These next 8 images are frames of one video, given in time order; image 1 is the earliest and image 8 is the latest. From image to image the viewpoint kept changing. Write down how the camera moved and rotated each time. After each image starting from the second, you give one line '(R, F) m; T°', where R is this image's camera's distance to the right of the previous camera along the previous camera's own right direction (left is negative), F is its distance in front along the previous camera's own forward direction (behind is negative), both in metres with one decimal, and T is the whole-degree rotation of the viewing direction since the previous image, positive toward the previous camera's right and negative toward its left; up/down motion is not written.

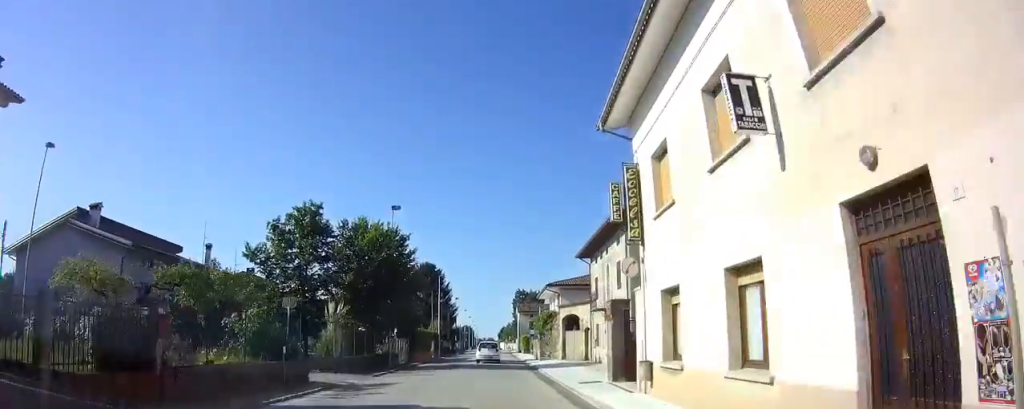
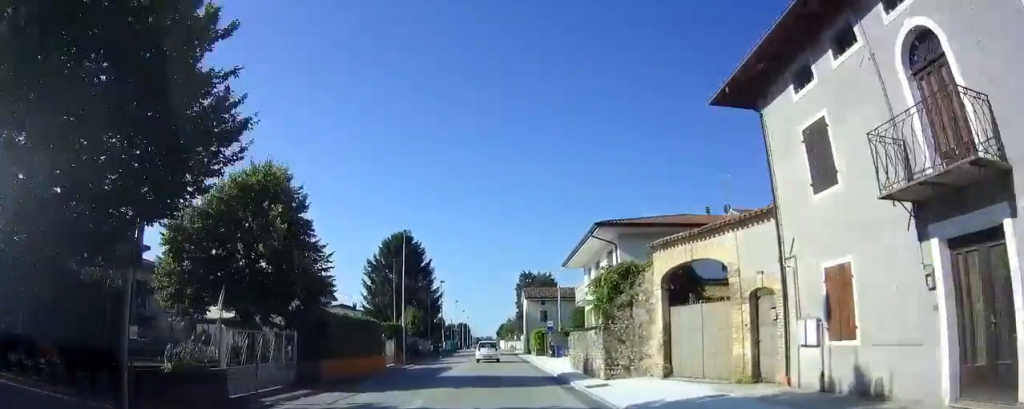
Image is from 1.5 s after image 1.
(0.0, +22.8) m; 0°
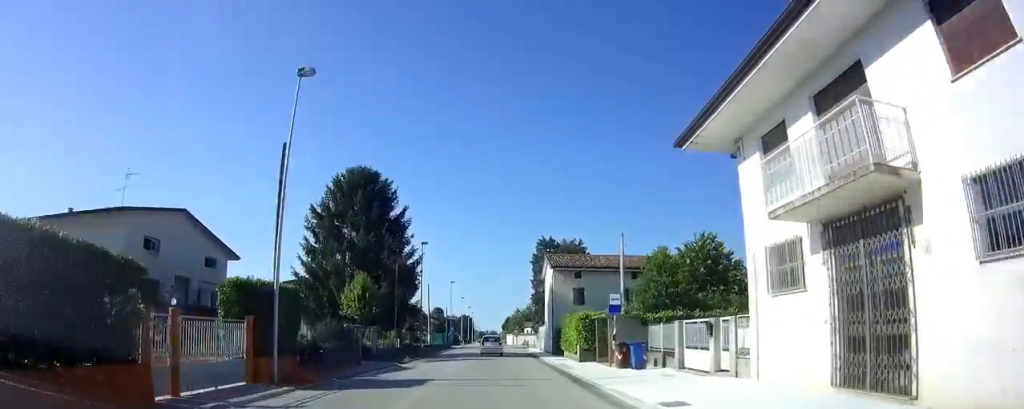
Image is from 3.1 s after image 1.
(-0.1, +23.1) m; 0°
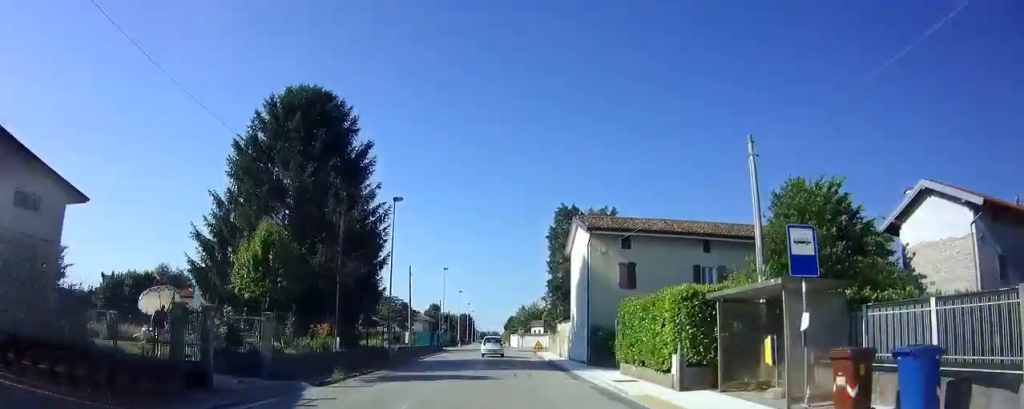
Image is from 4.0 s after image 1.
(0.0, +14.7) m; 0°
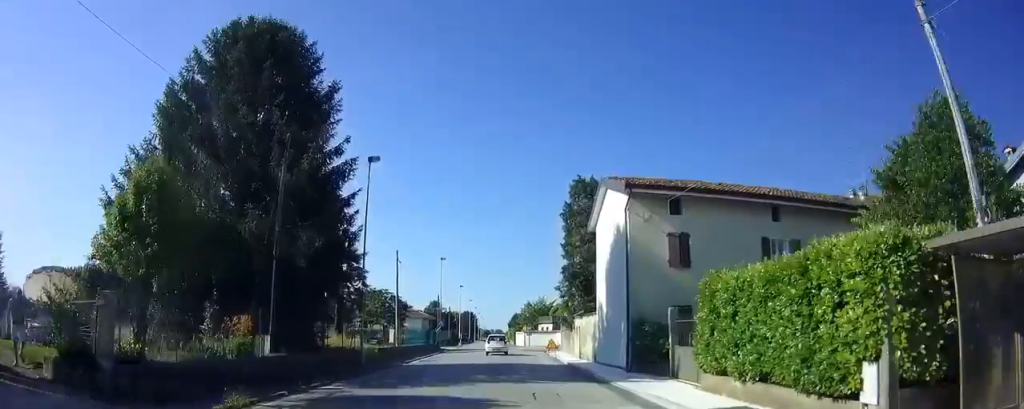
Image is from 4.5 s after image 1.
(0.0, +6.6) m; 0°
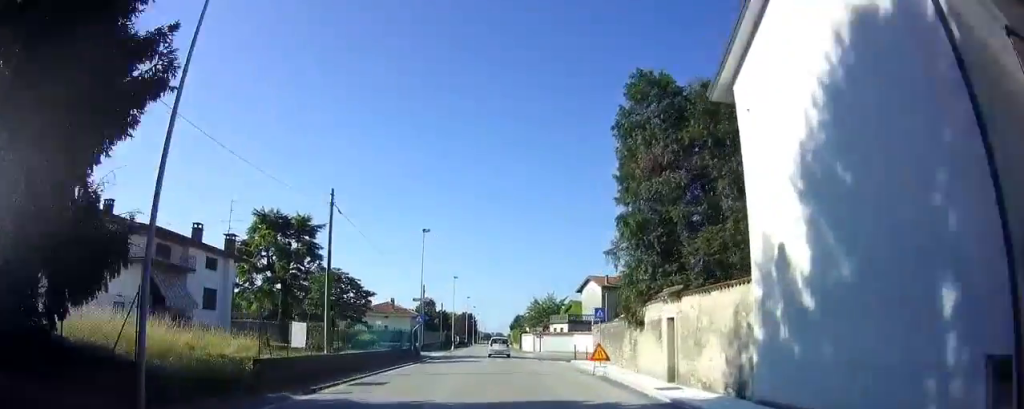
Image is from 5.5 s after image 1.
(0.0, +15.2) m; 0°
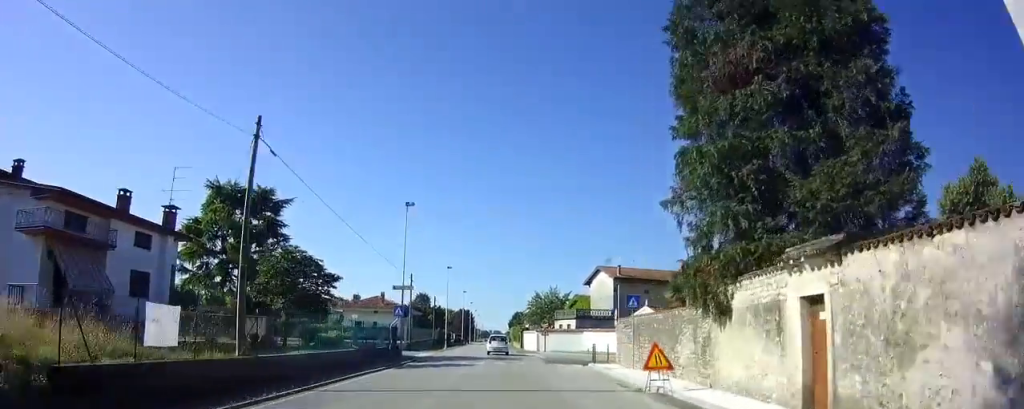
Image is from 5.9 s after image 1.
(0.0, +7.1) m; 0°
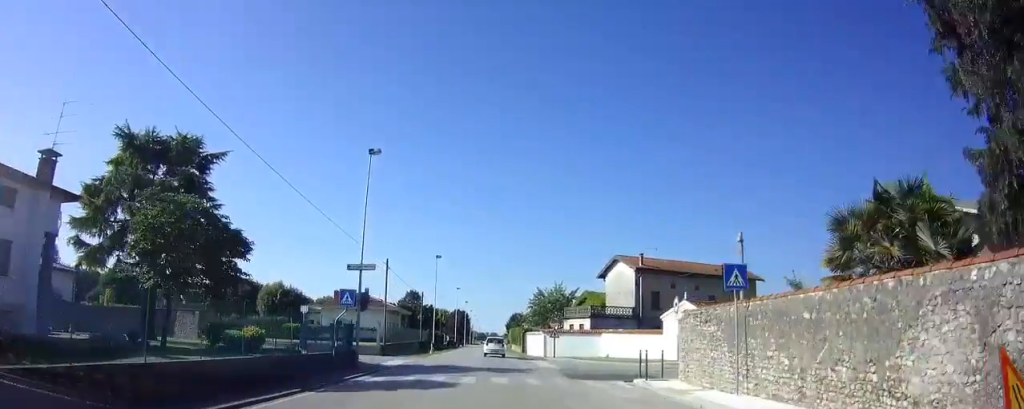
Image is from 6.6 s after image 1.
(+0.1, +10.6) m; 0°
